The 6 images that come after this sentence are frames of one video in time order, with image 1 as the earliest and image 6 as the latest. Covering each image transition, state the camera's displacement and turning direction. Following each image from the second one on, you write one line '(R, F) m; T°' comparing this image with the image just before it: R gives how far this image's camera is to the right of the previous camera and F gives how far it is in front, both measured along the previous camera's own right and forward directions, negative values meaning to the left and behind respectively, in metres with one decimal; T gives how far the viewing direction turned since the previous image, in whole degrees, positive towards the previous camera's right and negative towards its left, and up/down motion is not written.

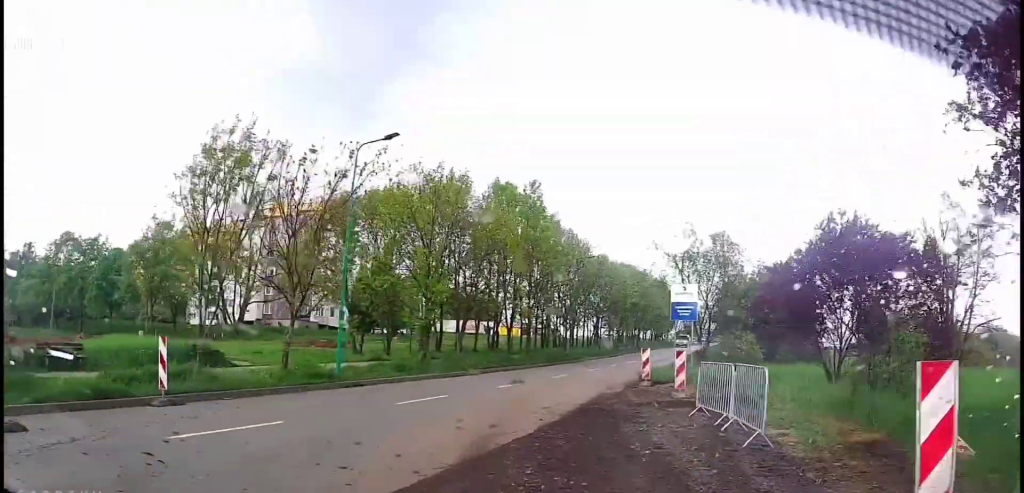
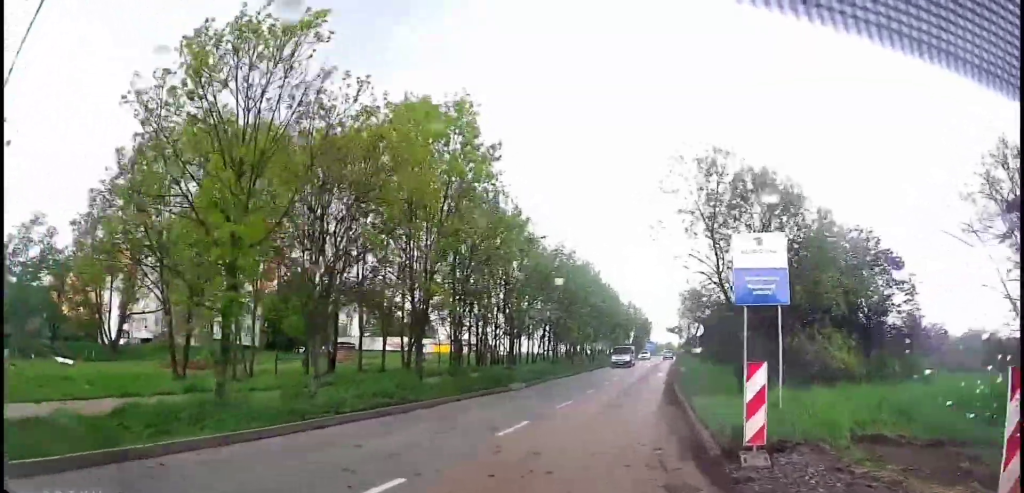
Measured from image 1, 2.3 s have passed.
(0.0, +17.2) m; 0°
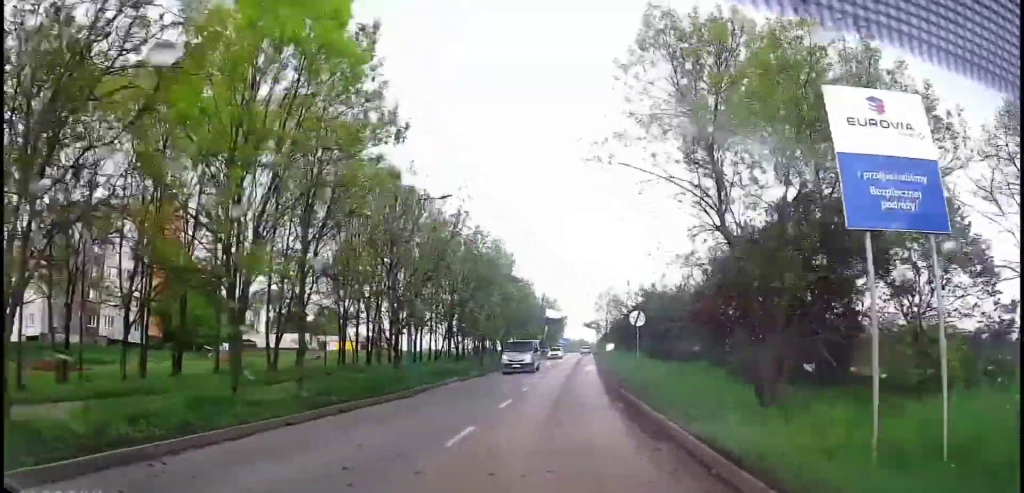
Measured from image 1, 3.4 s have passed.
(0.0, +9.2) m; 0°
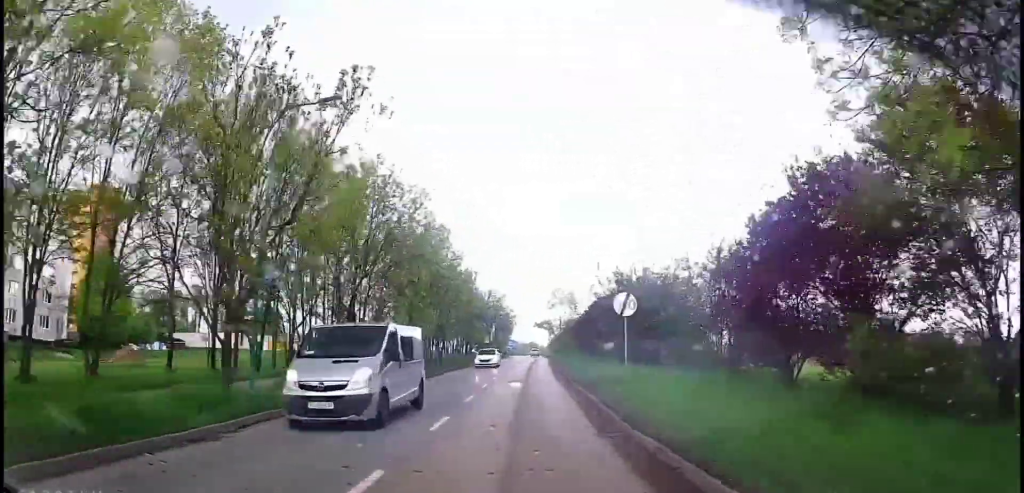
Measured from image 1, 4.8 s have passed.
(0.0, +12.0) m; 0°
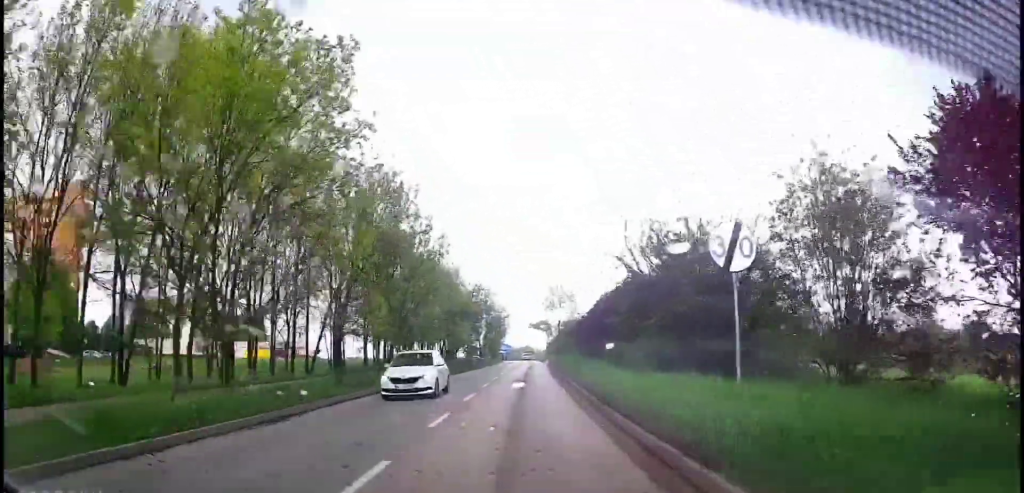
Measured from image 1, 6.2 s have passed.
(0.0, +10.7) m; 0°
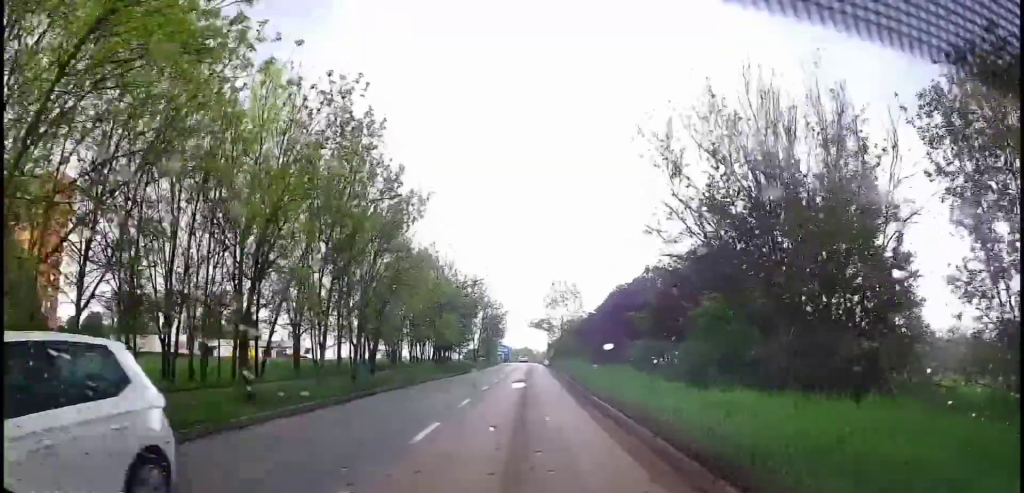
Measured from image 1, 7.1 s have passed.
(0.0, +8.5) m; 0°
